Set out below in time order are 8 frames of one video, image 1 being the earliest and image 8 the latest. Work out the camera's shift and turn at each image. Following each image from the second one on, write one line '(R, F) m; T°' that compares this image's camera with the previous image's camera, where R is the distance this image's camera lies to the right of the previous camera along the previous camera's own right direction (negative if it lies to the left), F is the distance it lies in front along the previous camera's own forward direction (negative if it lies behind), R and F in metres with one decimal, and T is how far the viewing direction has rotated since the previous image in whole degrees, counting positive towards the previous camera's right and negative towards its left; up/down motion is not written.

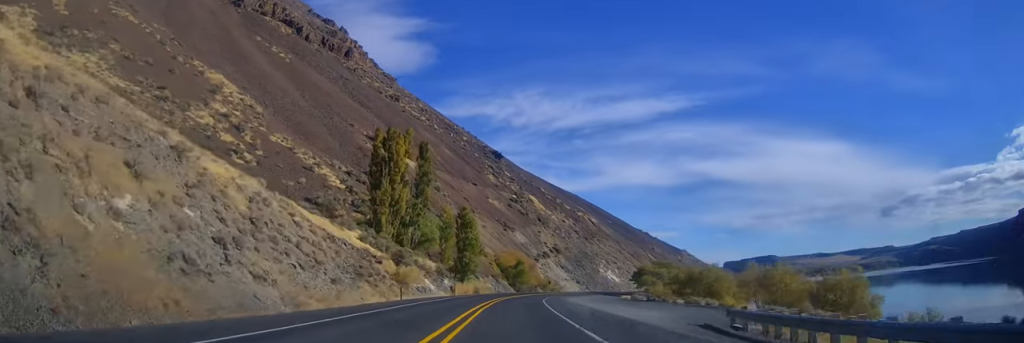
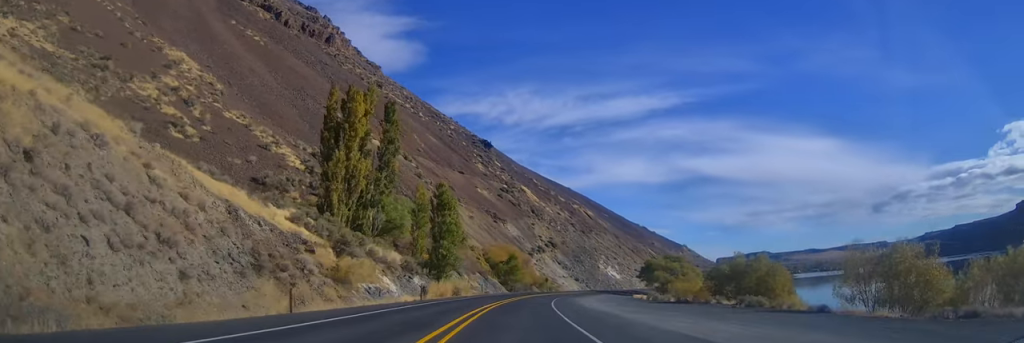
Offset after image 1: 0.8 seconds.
(-0.4, +19.9) m; -1°
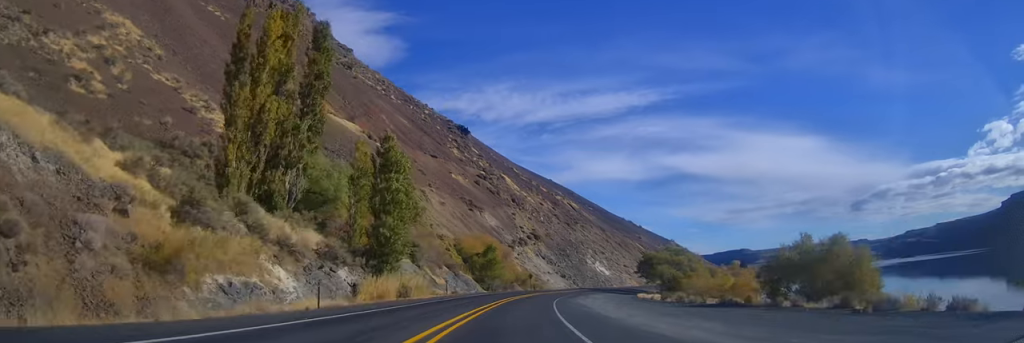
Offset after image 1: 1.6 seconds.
(-0.2, +20.6) m; 0°
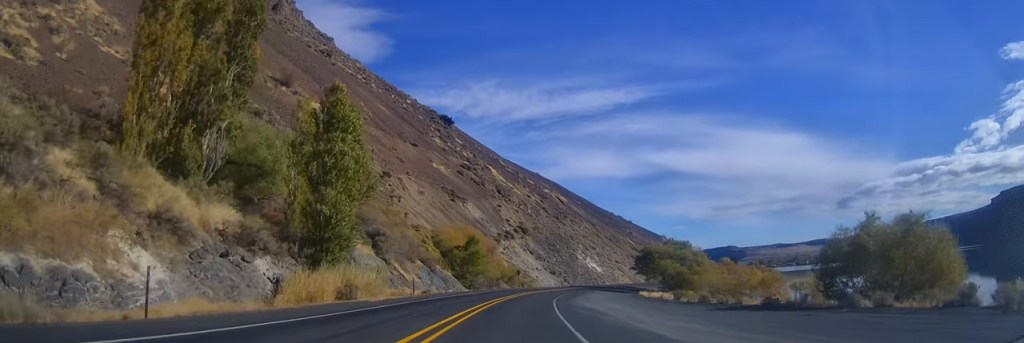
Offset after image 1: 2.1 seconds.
(-0.1, +11.6) m; +1°
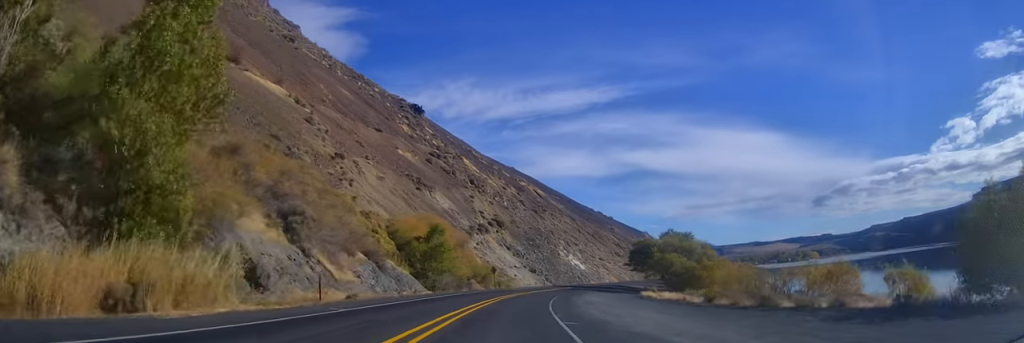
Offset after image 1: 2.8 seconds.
(+0.4, +16.7) m; +3°
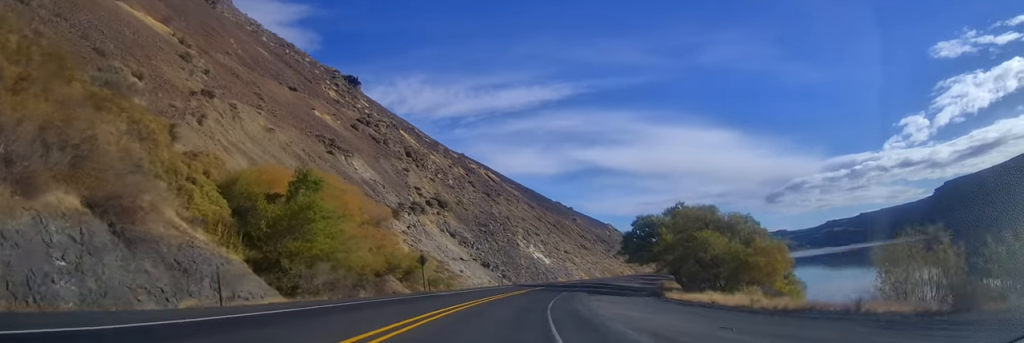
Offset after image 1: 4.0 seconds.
(+1.8, +31.9) m; +5°
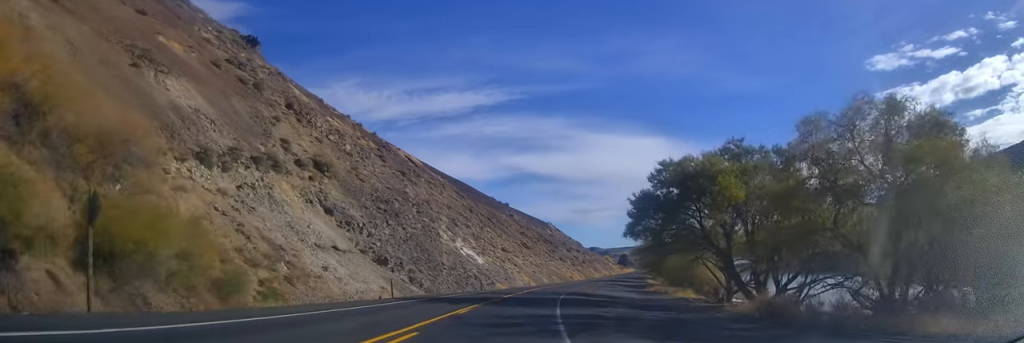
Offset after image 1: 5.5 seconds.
(+1.5, +37.1) m; +6°
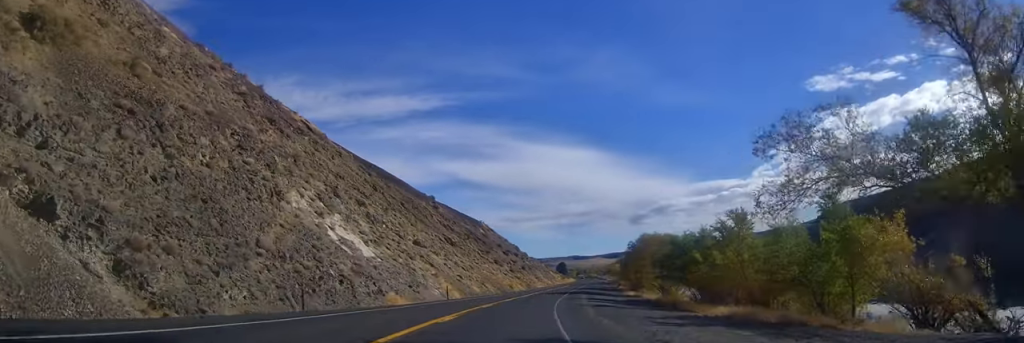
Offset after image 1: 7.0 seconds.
(+2.8, +39.3) m; +7°
